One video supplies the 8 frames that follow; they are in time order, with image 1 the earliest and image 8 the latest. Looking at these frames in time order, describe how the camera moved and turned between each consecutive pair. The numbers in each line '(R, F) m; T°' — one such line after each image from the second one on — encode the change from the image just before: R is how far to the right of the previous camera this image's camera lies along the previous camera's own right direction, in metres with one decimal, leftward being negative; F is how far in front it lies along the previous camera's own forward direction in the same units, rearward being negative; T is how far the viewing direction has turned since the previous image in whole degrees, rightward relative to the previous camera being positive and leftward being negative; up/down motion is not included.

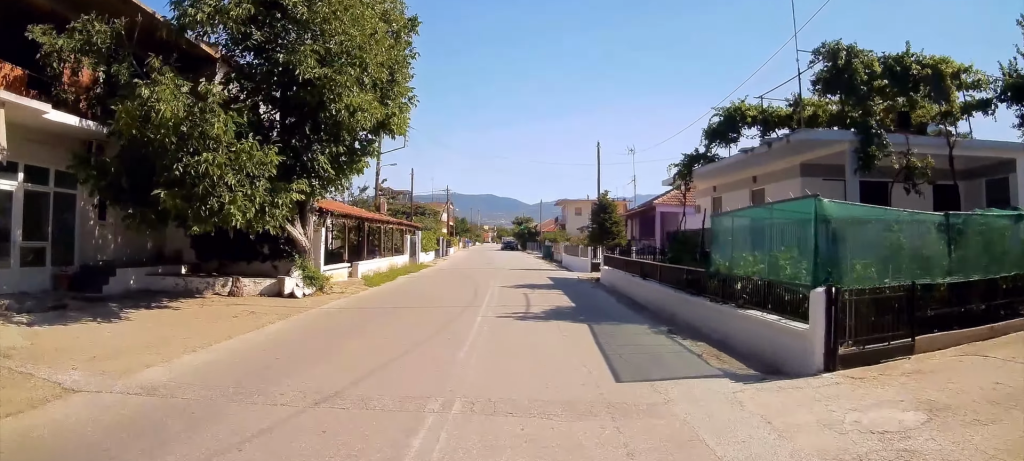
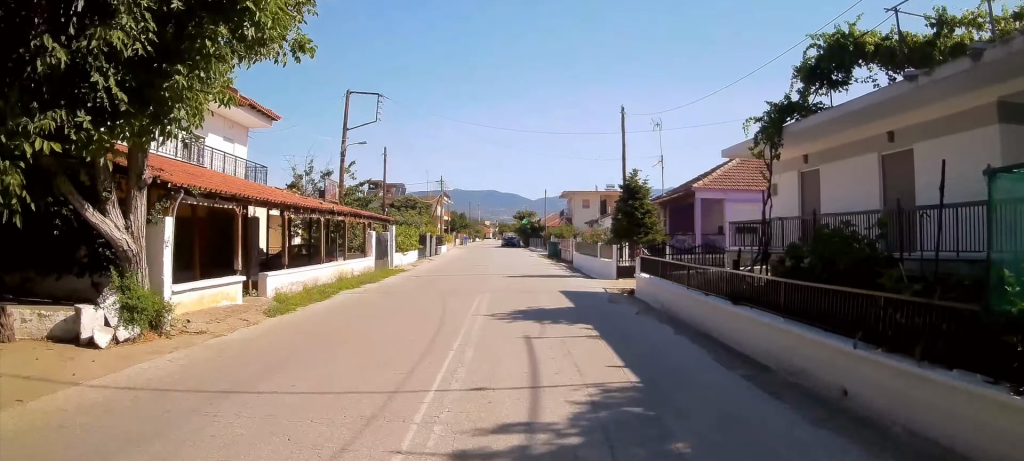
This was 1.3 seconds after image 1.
(0.0, +6.6) m; 0°
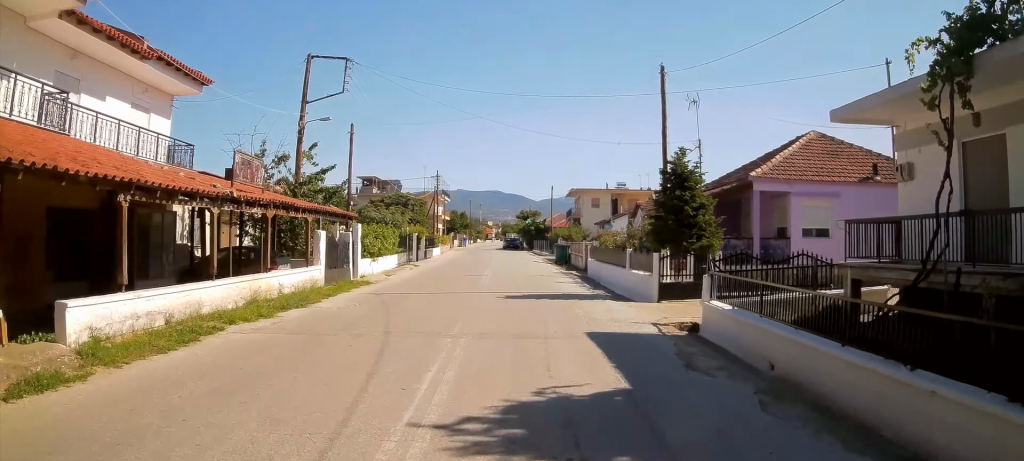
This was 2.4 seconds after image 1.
(+0.1, +6.4) m; +1°
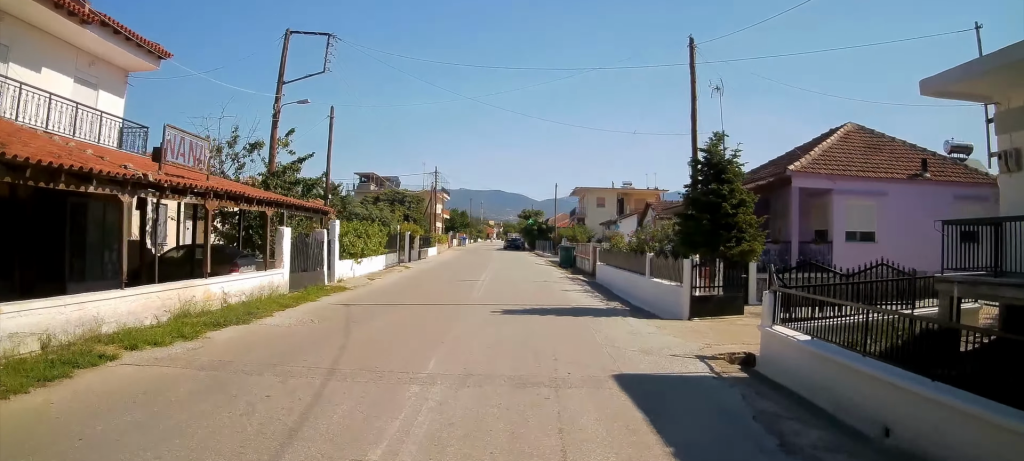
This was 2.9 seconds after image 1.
(0.0, +3.0) m; 0°
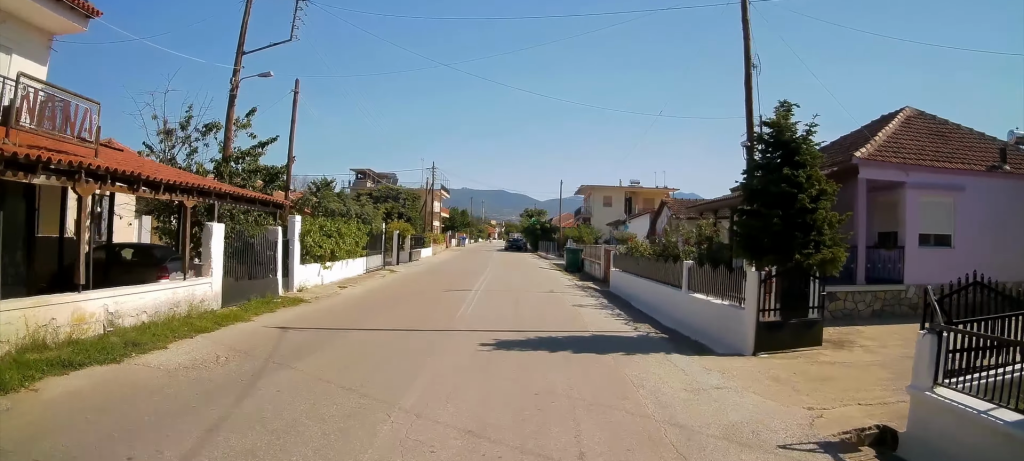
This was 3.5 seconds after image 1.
(+0.1, +3.9) m; -2°
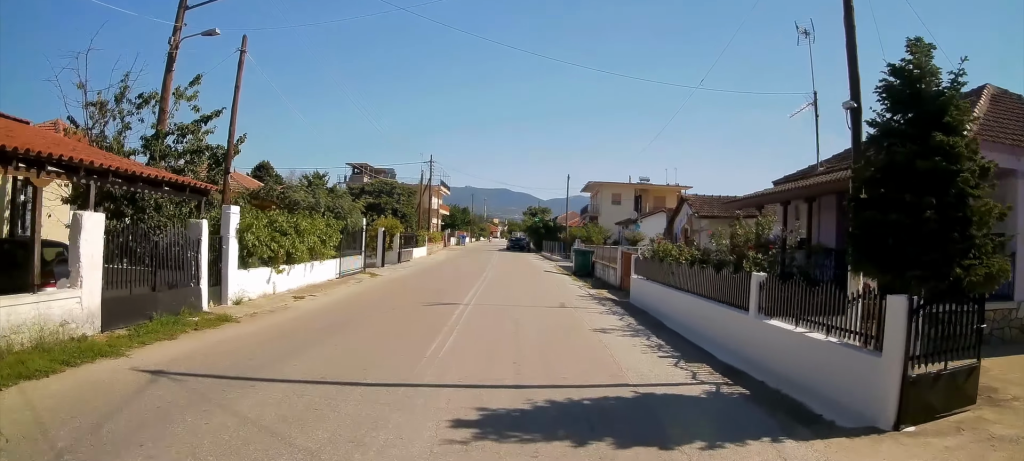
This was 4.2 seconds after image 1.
(-0.1, +3.9) m; -2°
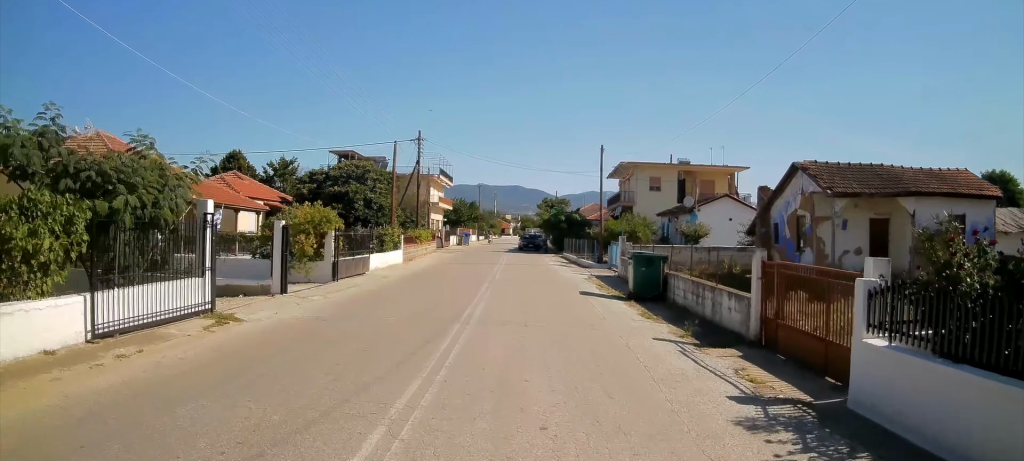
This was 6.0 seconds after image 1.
(-0.4, +11.6) m; 0°
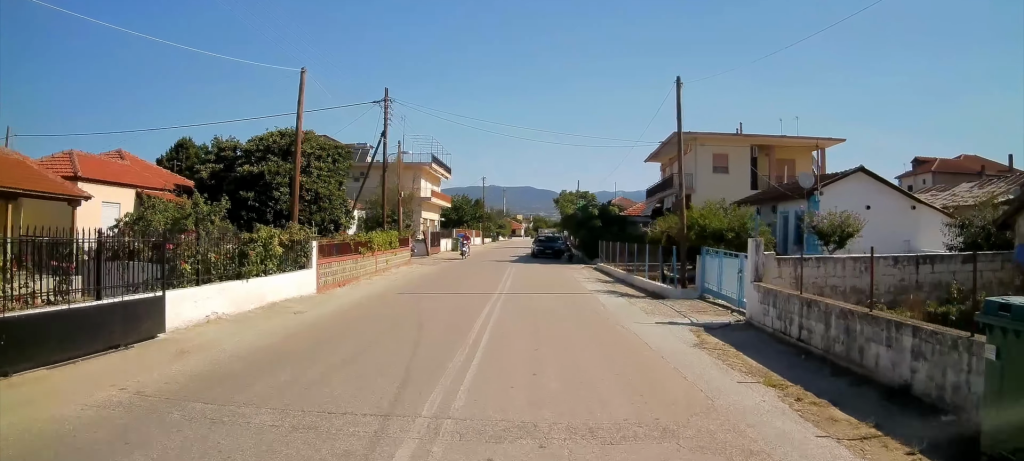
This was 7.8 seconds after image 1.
(+0.2, +12.4) m; +1°
